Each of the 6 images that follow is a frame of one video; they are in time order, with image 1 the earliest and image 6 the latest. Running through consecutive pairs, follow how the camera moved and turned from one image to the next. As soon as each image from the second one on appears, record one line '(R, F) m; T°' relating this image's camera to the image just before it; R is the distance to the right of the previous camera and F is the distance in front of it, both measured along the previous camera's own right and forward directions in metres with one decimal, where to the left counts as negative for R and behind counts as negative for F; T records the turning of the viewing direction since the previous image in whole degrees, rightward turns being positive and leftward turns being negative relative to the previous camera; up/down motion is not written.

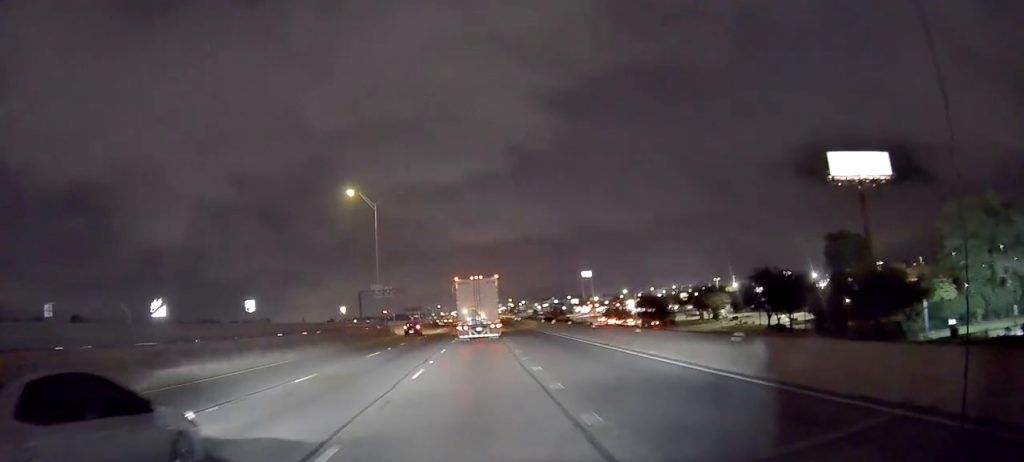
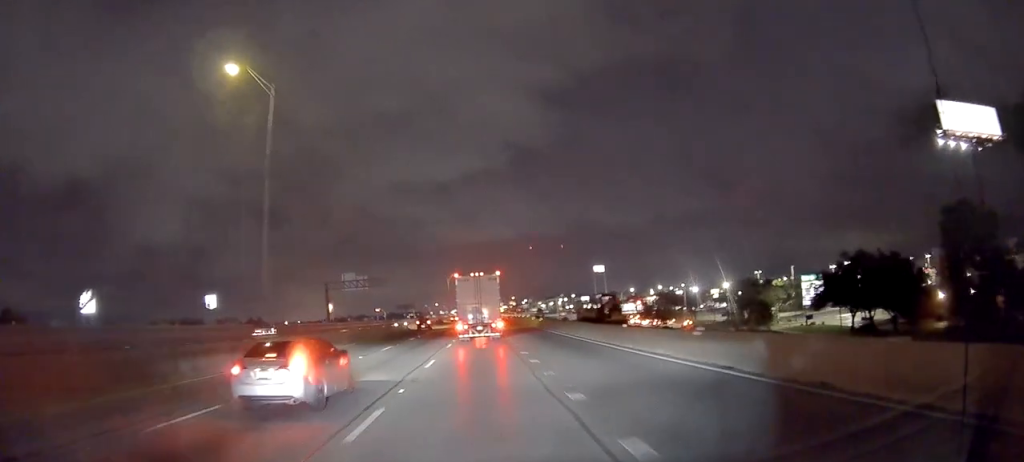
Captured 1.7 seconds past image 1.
(0.0, +32.9) m; 0°
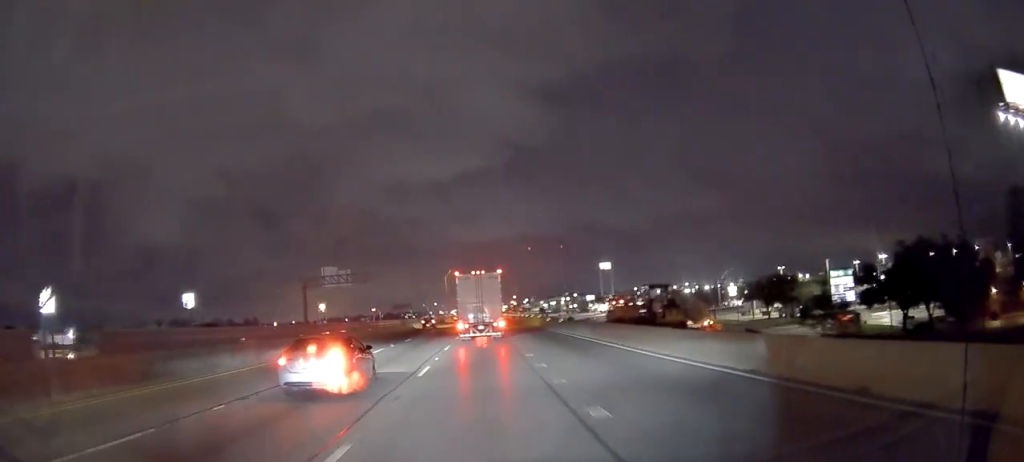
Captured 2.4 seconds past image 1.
(-0.1, +15.3) m; 0°
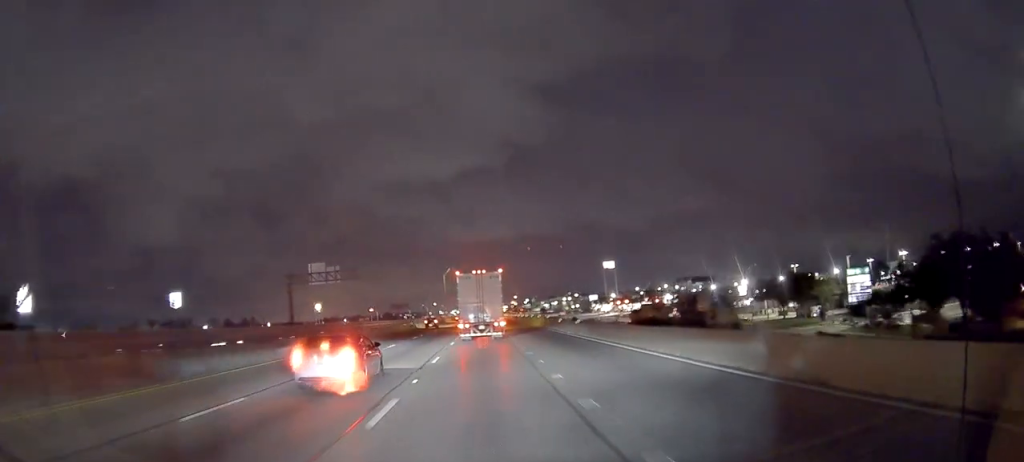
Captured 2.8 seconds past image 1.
(0.0, +8.0) m; 0°
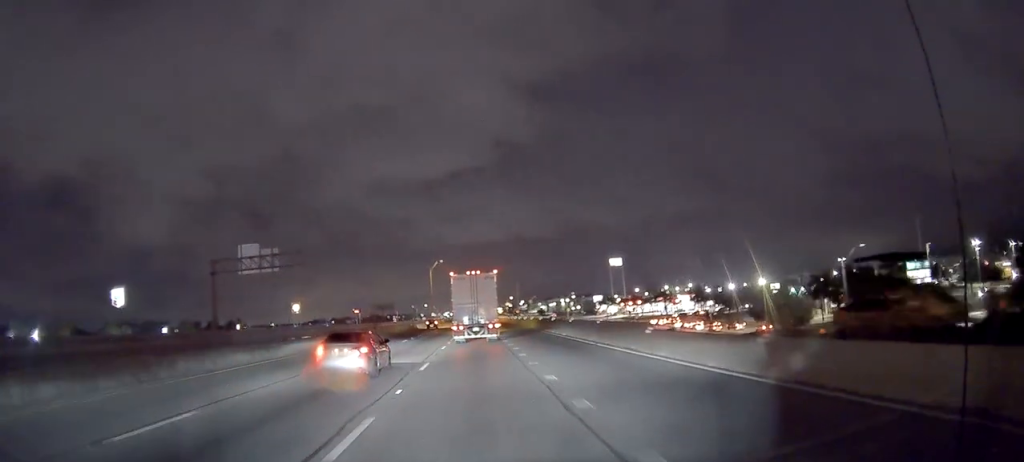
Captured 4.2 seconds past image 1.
(0.0, +27.1) m; 0°
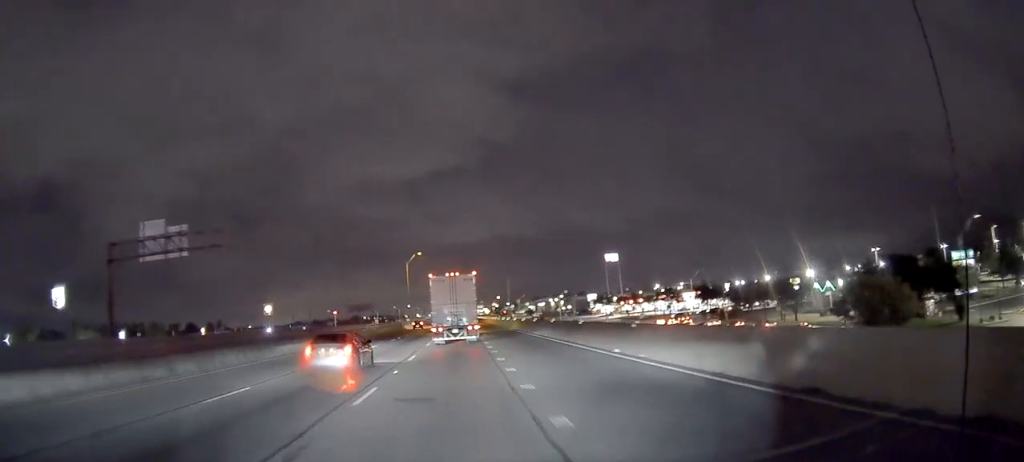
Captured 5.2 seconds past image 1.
(+0.1, +19.5) m; 0°
